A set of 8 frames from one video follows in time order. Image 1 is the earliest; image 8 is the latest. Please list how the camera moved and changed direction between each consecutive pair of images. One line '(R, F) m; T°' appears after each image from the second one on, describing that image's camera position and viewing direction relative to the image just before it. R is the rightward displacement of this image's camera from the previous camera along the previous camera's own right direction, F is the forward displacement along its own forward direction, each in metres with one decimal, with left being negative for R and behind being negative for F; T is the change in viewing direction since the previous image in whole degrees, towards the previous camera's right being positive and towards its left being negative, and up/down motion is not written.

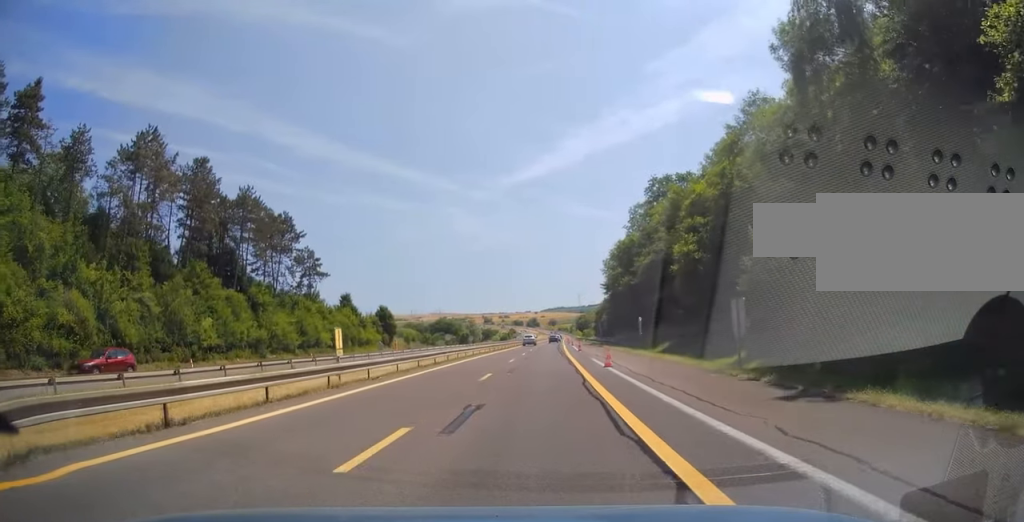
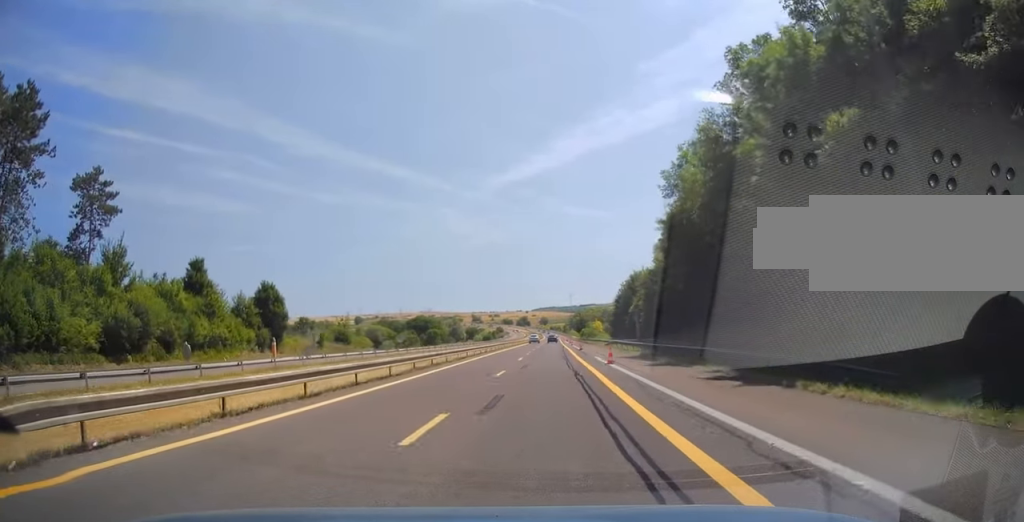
(+0.4, +50.5) m; +1°
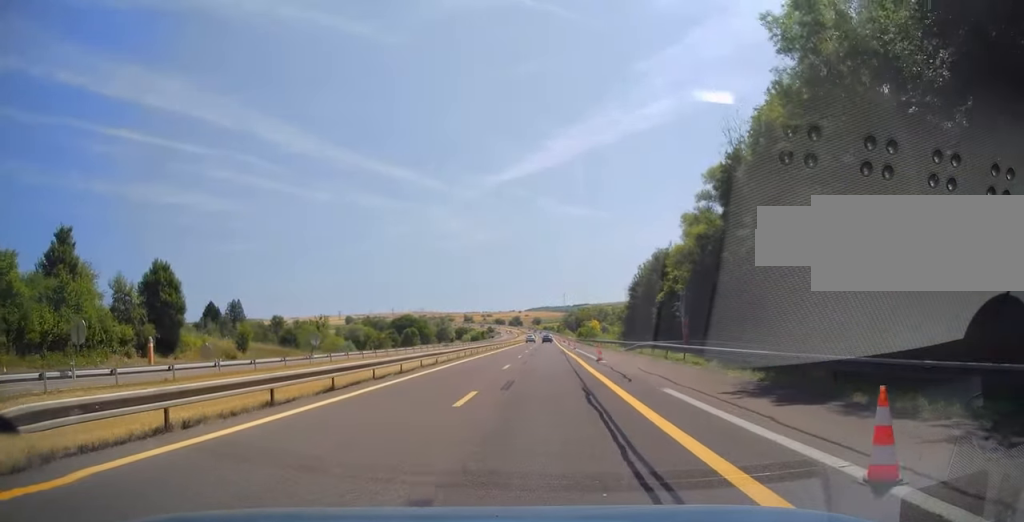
(+0.1, +21.9) m; +1°
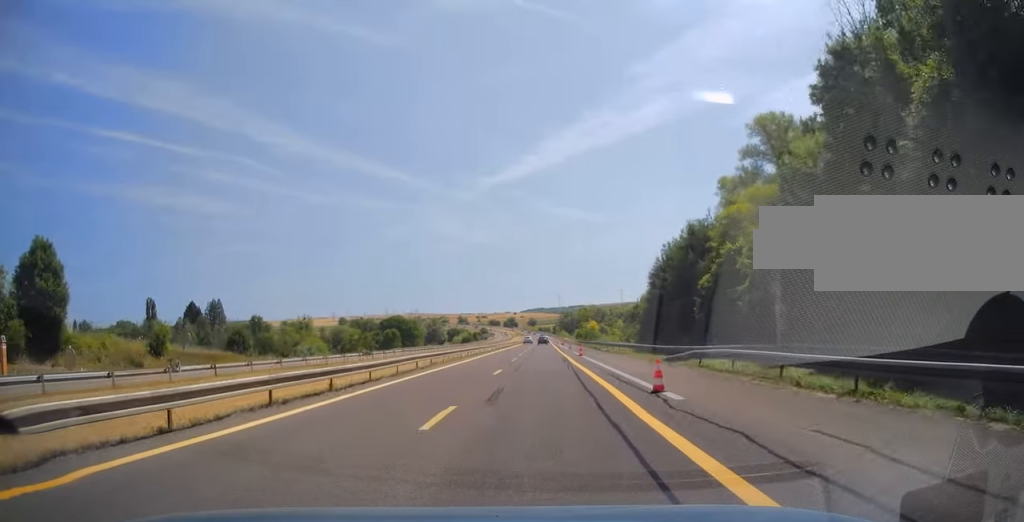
(+0.2, +15.8) m; +1°
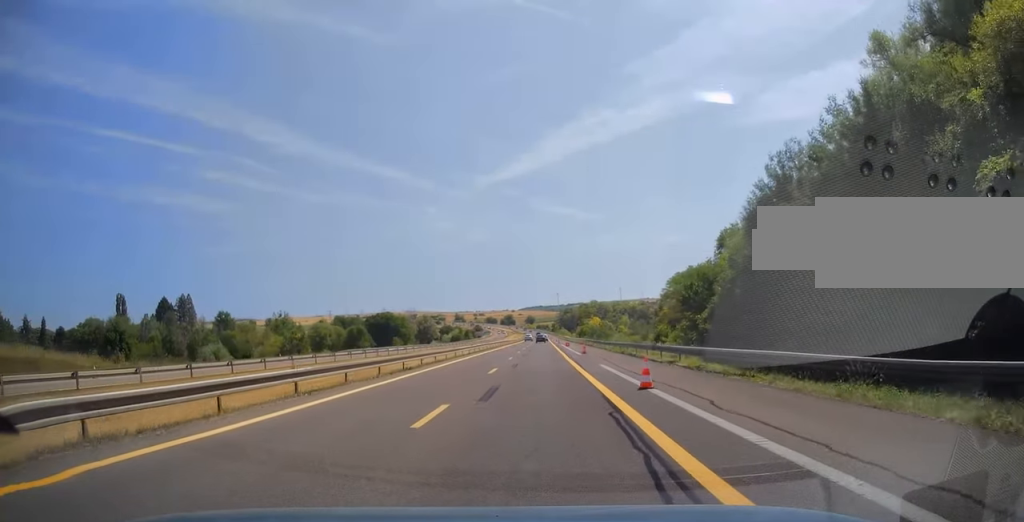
(+0.1, +25.9) m; 0°
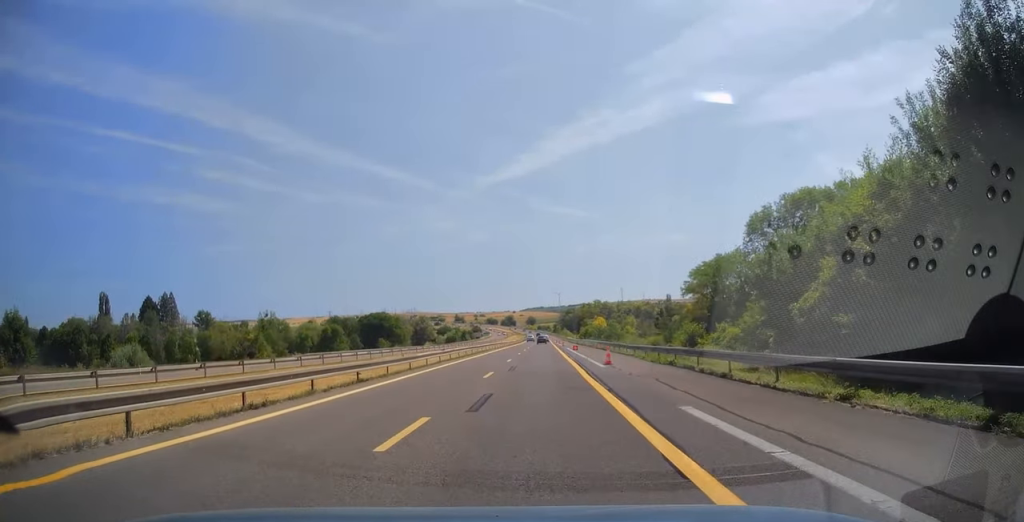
(0.0, +14.9) m; 0°
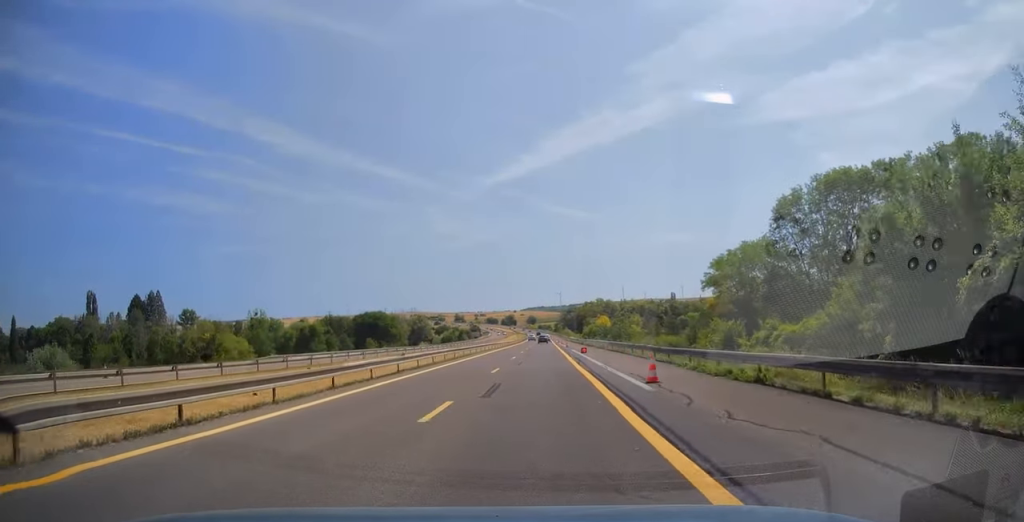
(+0.1, +10.5) m; 0°
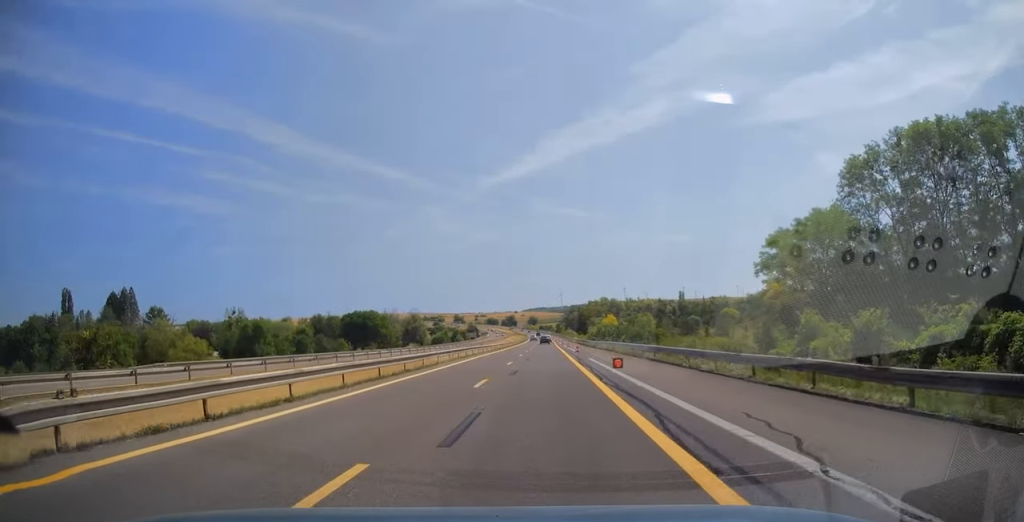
(-0.2, +19.3) m; 0°
